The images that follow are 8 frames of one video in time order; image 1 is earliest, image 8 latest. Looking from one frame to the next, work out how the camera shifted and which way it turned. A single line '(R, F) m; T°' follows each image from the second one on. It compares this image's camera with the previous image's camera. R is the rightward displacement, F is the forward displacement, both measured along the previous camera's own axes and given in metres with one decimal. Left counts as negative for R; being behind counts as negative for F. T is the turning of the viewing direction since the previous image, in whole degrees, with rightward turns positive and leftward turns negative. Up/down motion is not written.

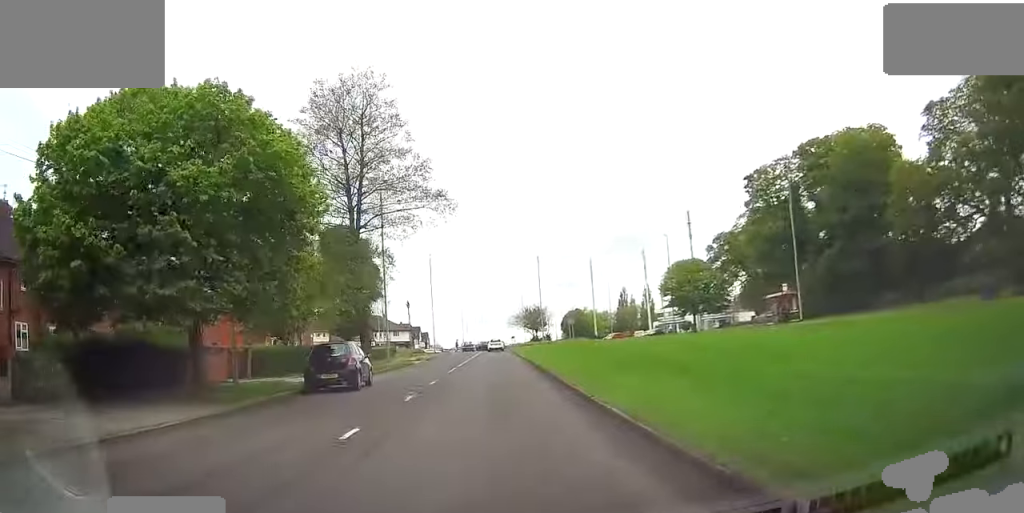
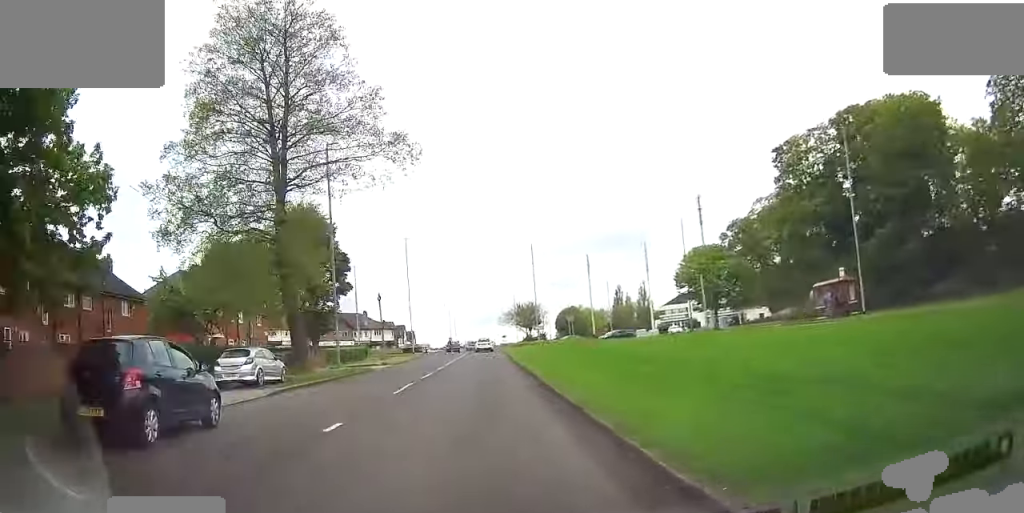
(+0.1, +12.5) m; -1°
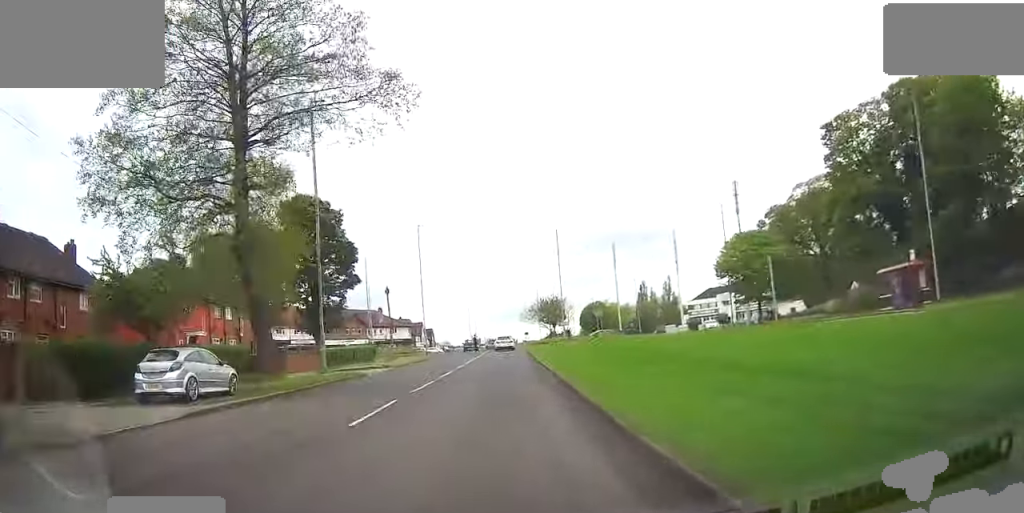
(-0.1, +7.1) m; -2°
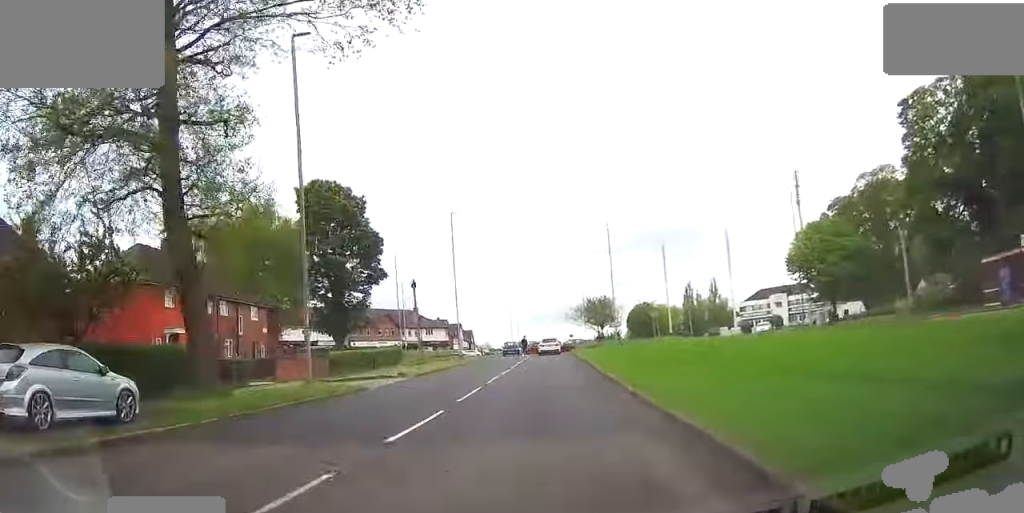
(-0.1, +8.3) m; -2°
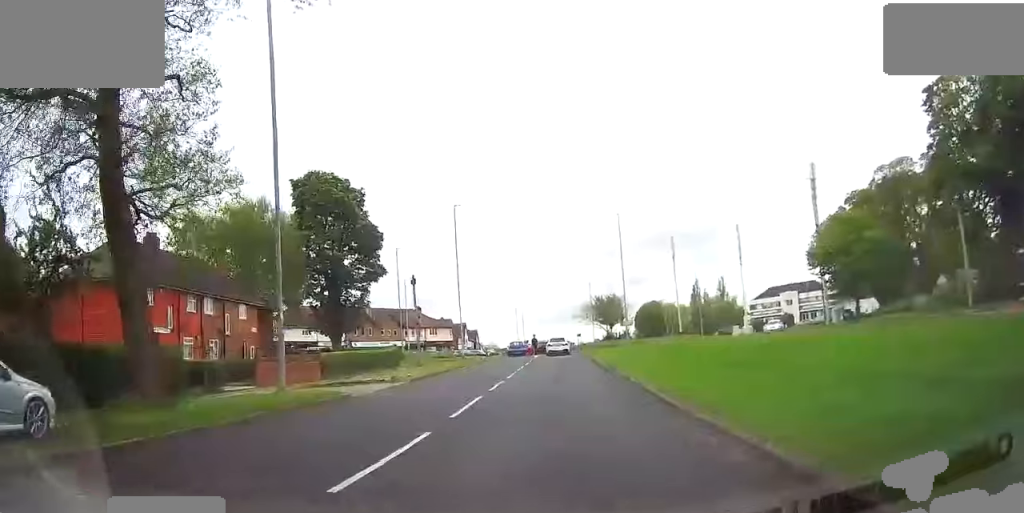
(-0.1, +3.2) m; -1°
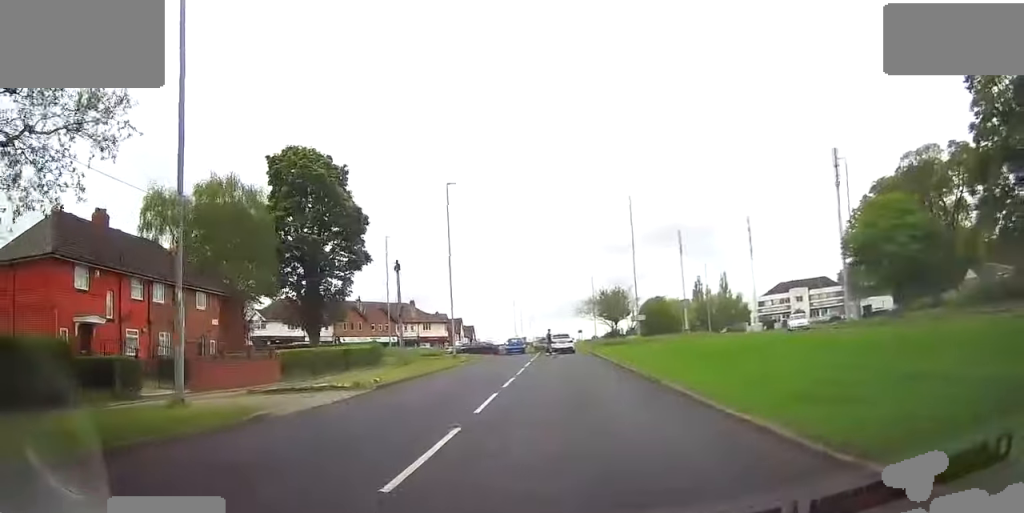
(-0.1, +6.3) m; -2°
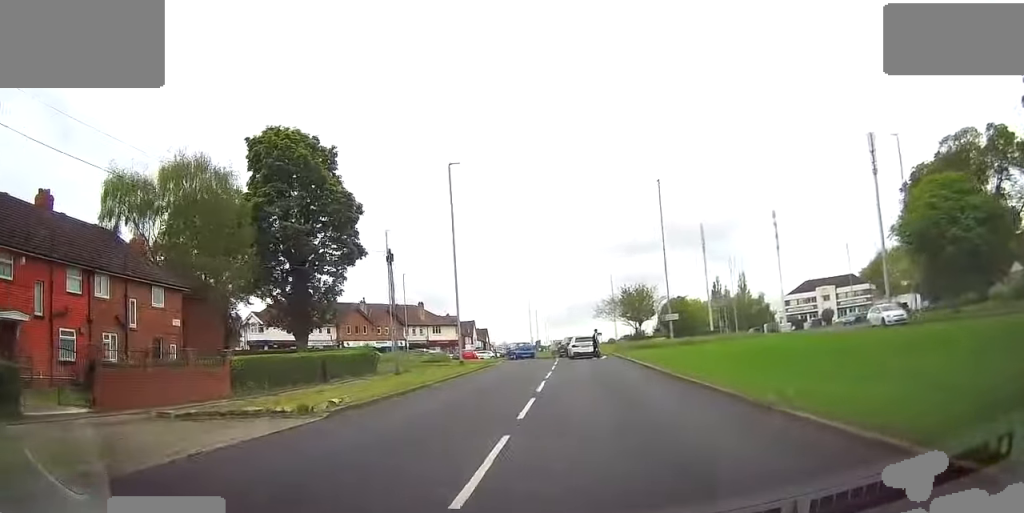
(-0.1, +6.7) m; -1°
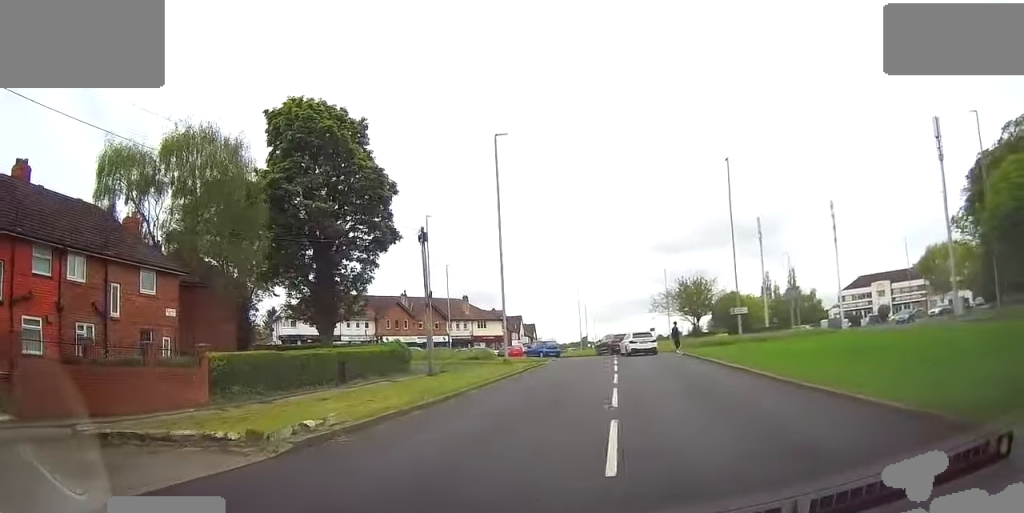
(0.0, +5.1) m; +1°
